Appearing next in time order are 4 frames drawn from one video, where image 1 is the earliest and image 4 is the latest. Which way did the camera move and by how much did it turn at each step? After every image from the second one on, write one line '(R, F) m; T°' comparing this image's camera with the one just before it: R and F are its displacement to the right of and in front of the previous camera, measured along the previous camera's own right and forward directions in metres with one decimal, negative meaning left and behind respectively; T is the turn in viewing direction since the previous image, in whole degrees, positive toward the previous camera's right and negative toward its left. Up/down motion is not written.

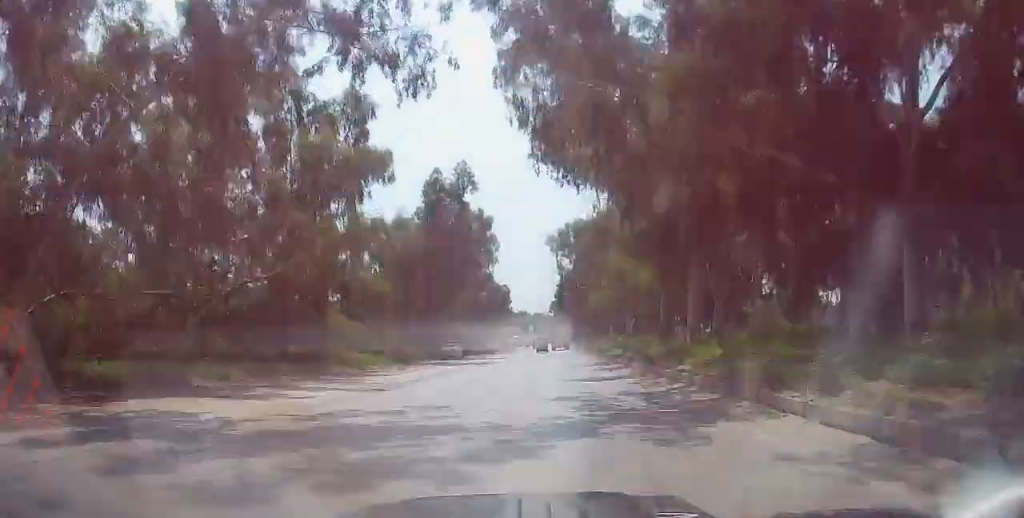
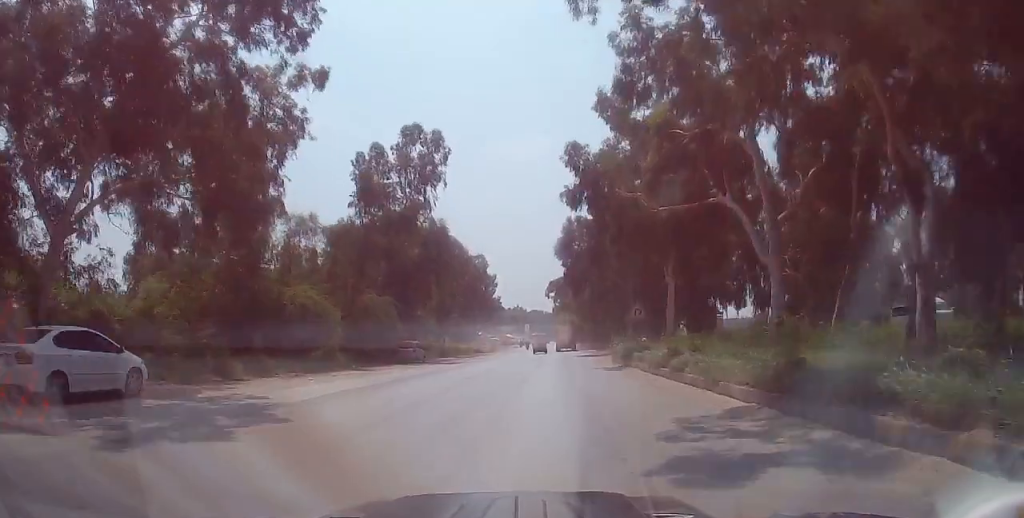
(-0.3, +49.7) m; +1°
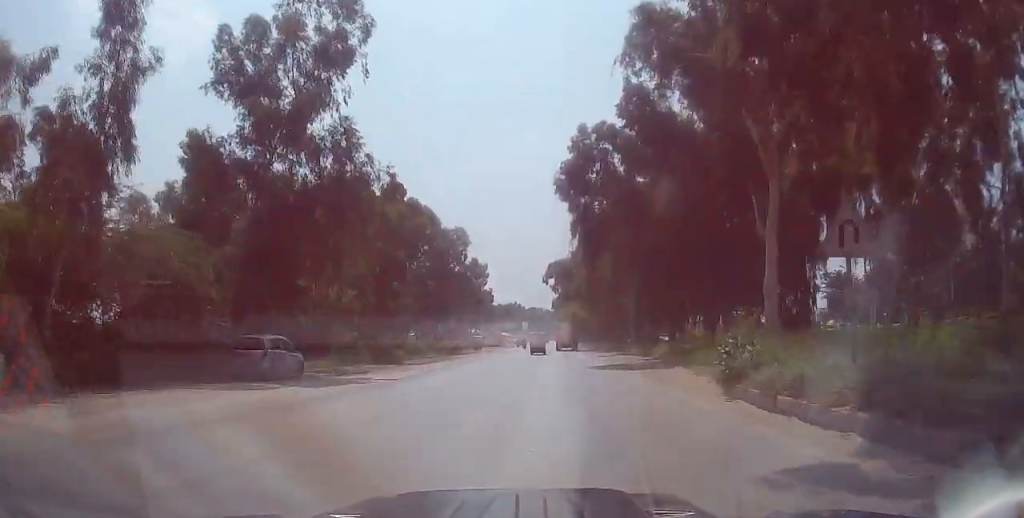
(+0.4, +22.2) m; +1°
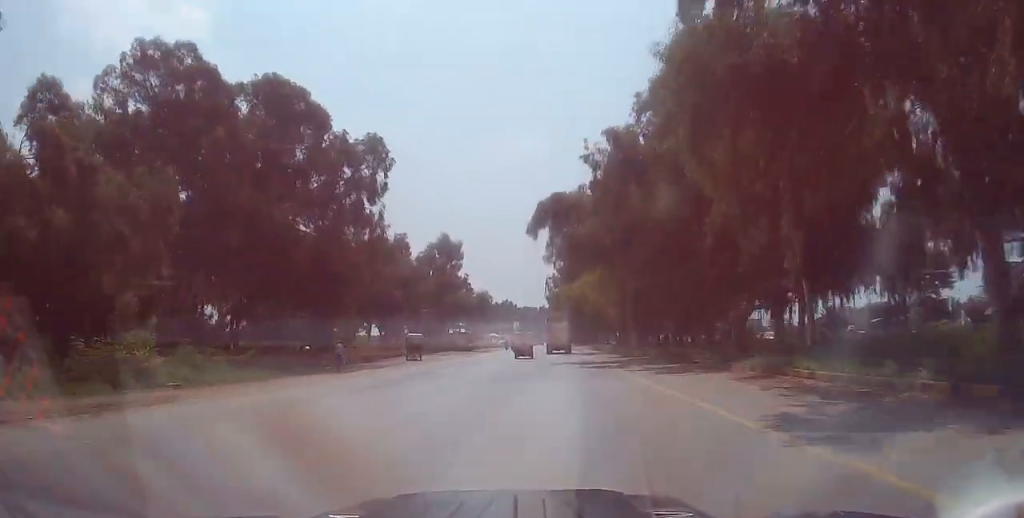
(-1.0, +36.1) m; -2°
